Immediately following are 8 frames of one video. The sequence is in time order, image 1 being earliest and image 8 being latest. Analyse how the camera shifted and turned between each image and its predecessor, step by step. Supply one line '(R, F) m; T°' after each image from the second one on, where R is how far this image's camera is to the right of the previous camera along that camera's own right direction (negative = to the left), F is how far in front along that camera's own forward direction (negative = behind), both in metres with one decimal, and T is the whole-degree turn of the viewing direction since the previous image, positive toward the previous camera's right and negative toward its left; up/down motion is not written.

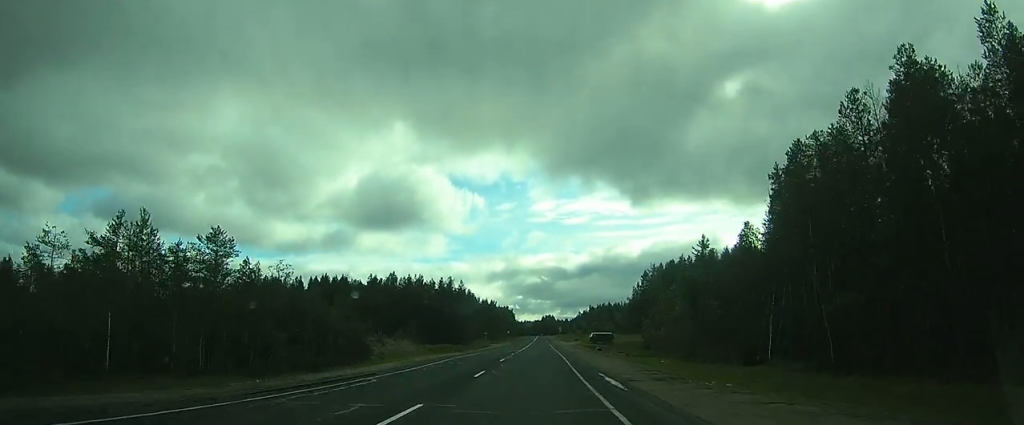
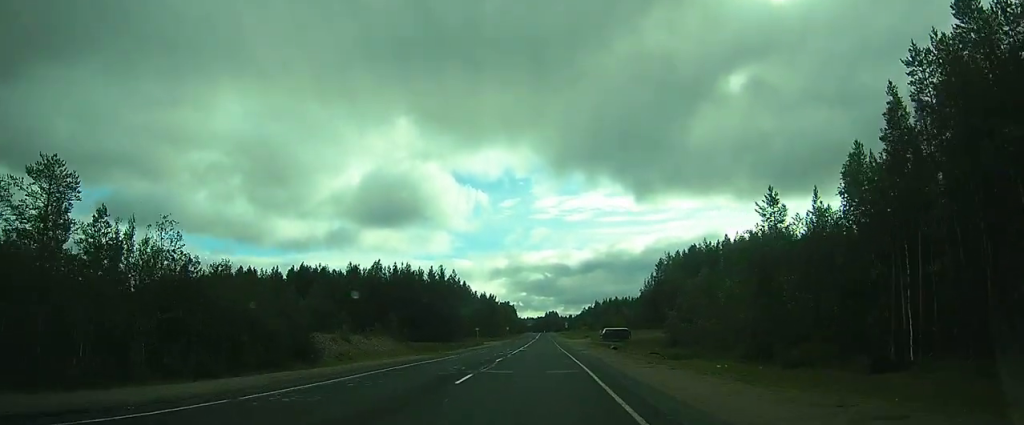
(0.0, +16.4) m; 0°
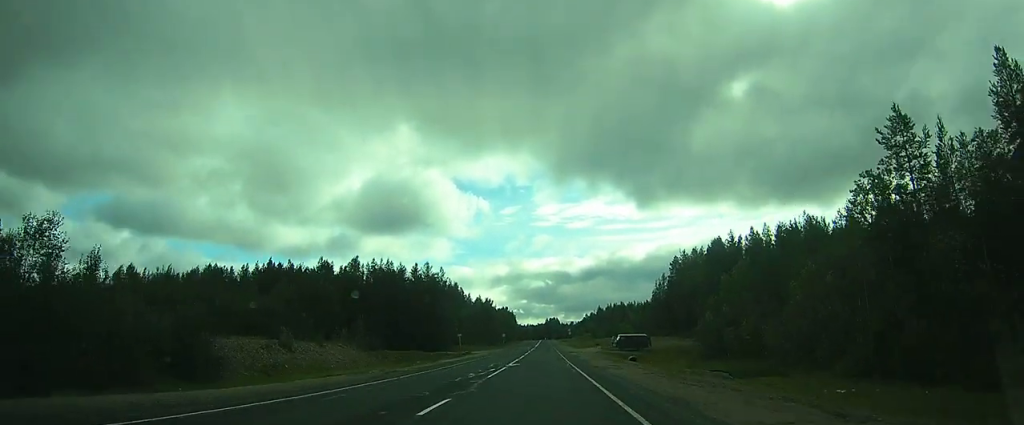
(-0.1, +15.7) m; 0°
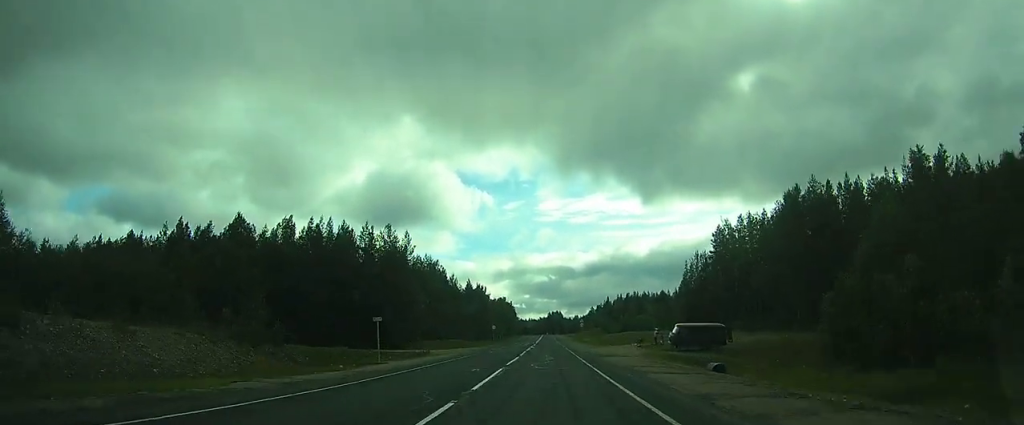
(+0.1, +30.4) m; +1°
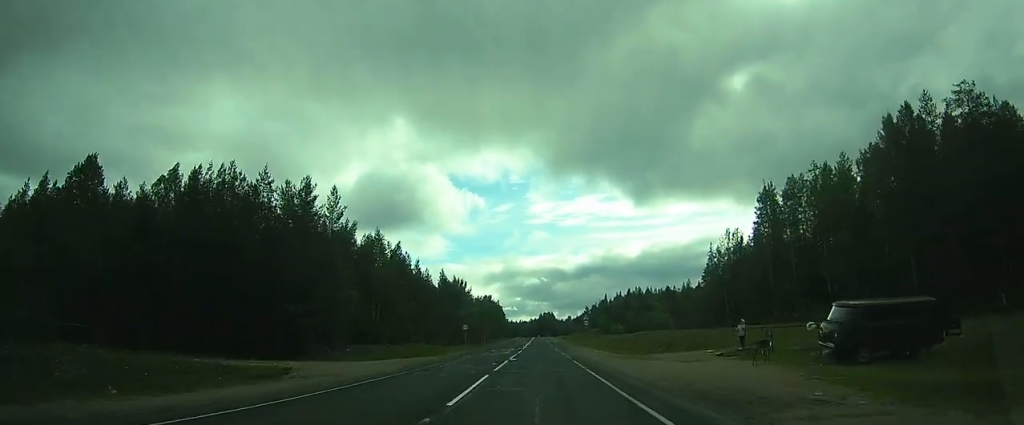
(+0.3, +26.3) m; +2°
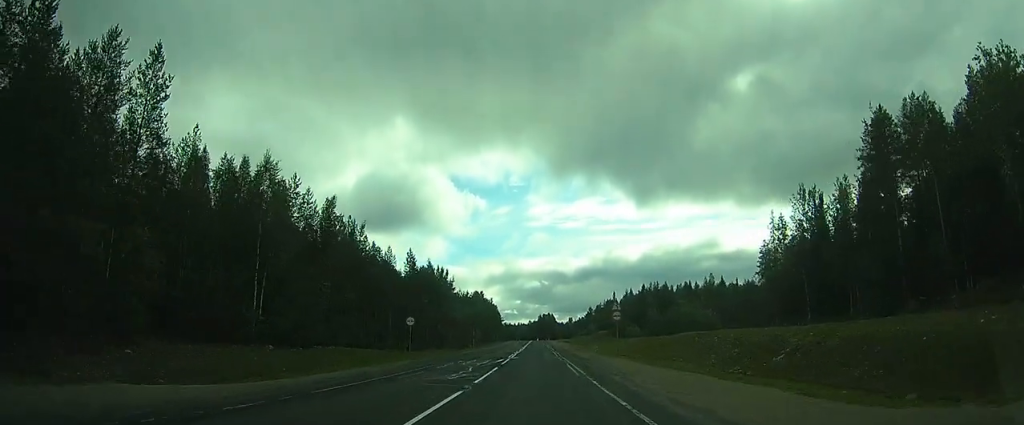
(+0.5, +30.5) m; +2°
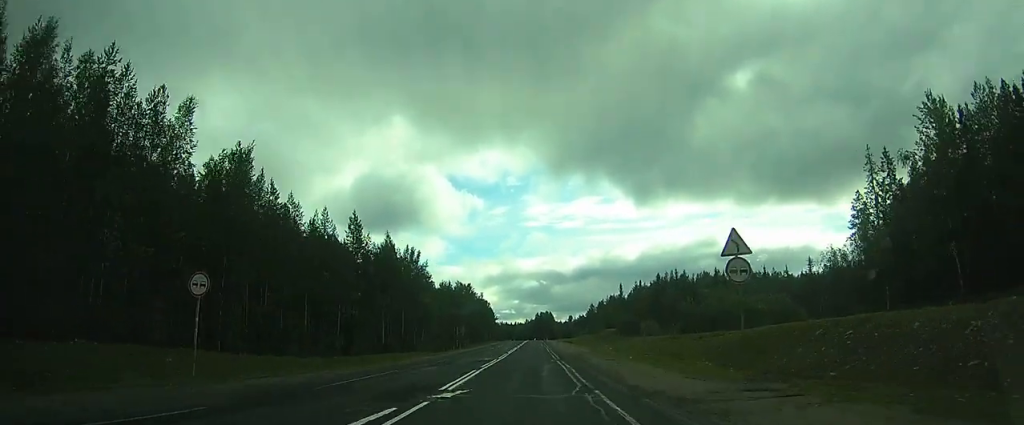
(+0.4, +28.1) m; +2°
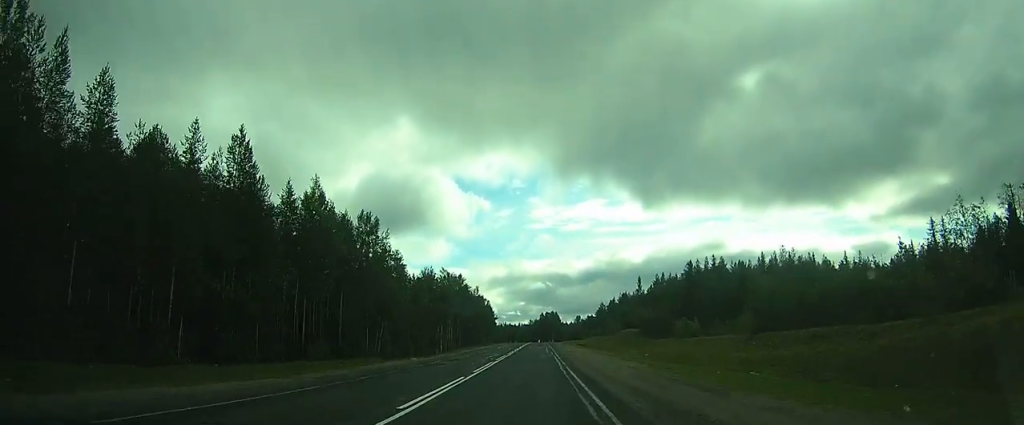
(+0.3, +29.1) m; +1°
